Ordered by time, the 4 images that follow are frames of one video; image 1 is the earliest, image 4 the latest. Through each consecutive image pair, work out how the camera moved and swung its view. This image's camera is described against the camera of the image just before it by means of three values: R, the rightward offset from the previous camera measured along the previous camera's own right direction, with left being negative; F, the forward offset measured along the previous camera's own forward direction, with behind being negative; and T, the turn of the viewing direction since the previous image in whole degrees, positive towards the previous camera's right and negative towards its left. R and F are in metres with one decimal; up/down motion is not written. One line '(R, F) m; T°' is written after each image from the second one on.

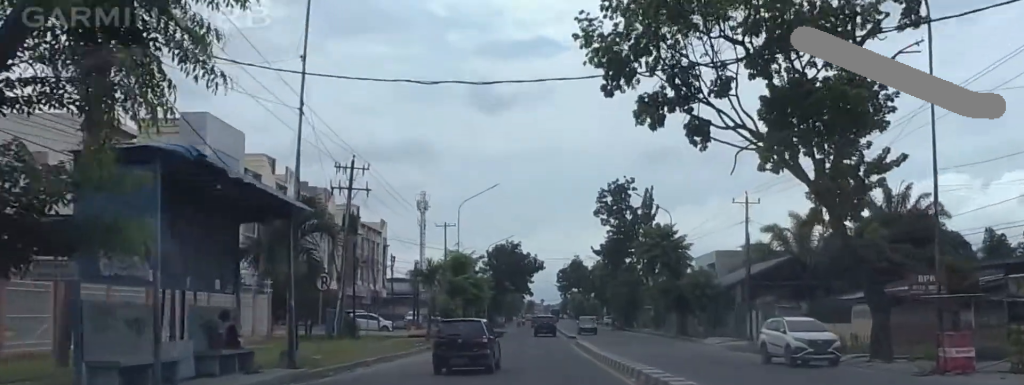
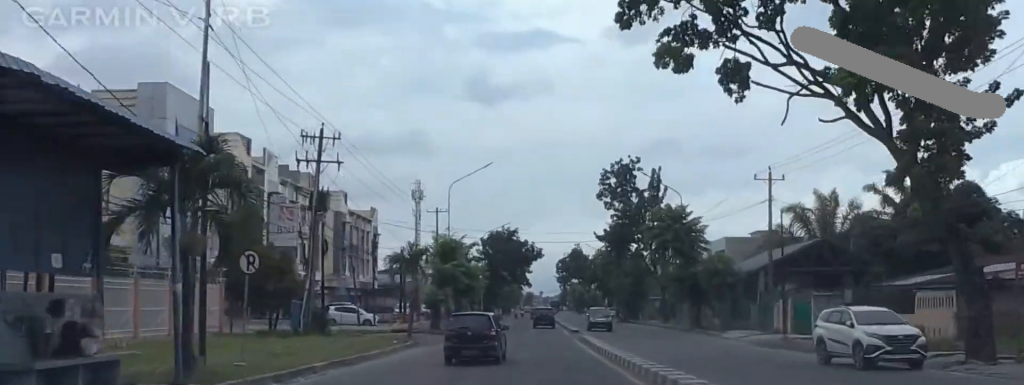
(+0.2, +7.5) m; 0°
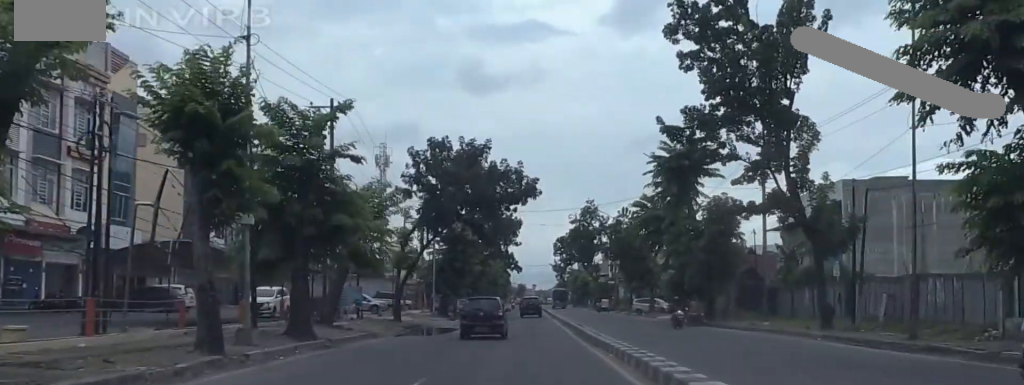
(-1.3, +46.7) m; -2°
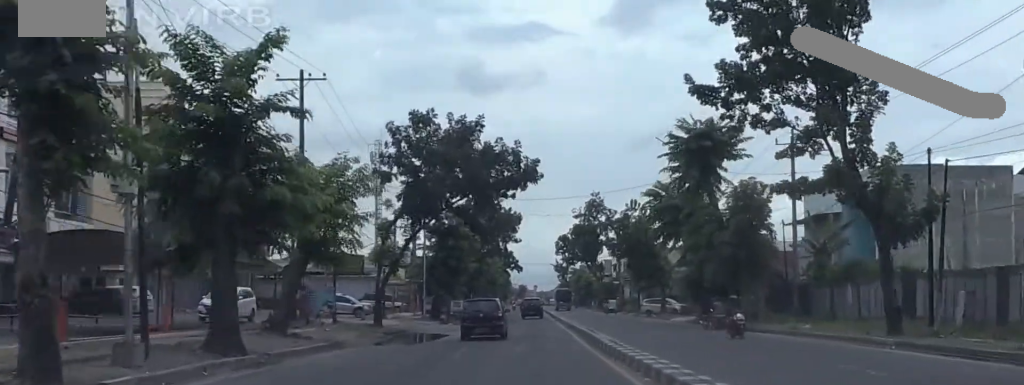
(-0.8, +6.4) m; +1°
